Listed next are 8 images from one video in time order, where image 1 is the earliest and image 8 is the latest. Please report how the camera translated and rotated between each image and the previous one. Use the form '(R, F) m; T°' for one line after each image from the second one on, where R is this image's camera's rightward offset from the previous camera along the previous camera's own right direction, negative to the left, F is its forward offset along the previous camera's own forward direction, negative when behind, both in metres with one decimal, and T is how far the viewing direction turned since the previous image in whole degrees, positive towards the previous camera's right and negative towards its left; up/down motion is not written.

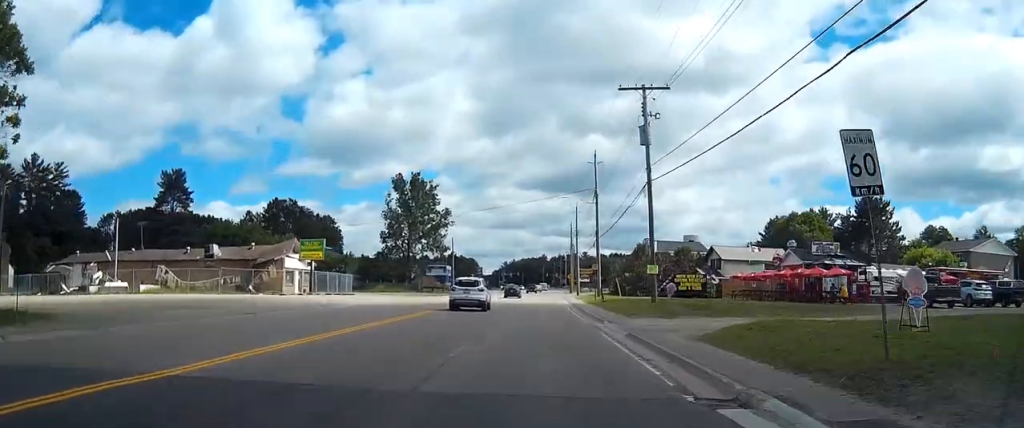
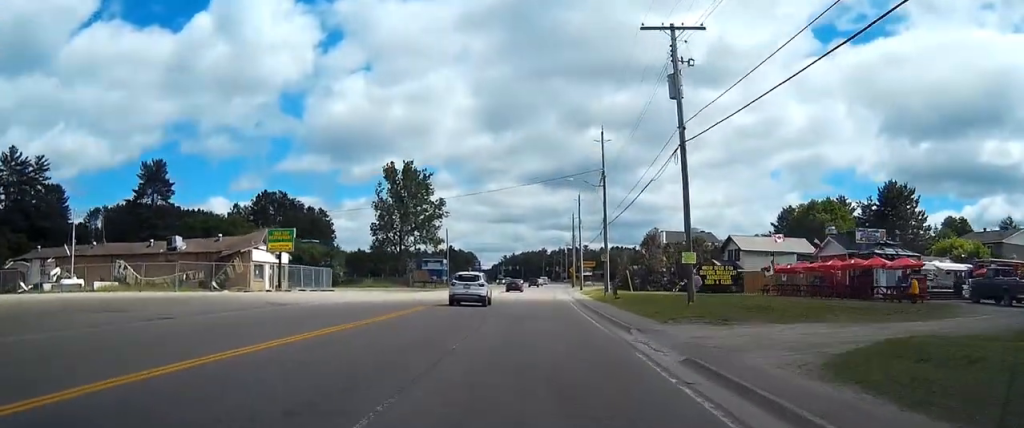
(0.0, +8.7) m; 0°
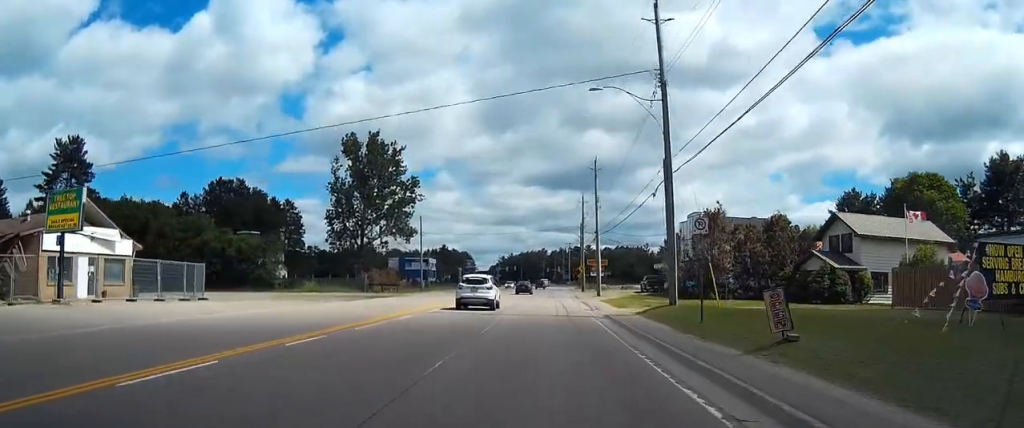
(+0.2, +31.2) m; +1°
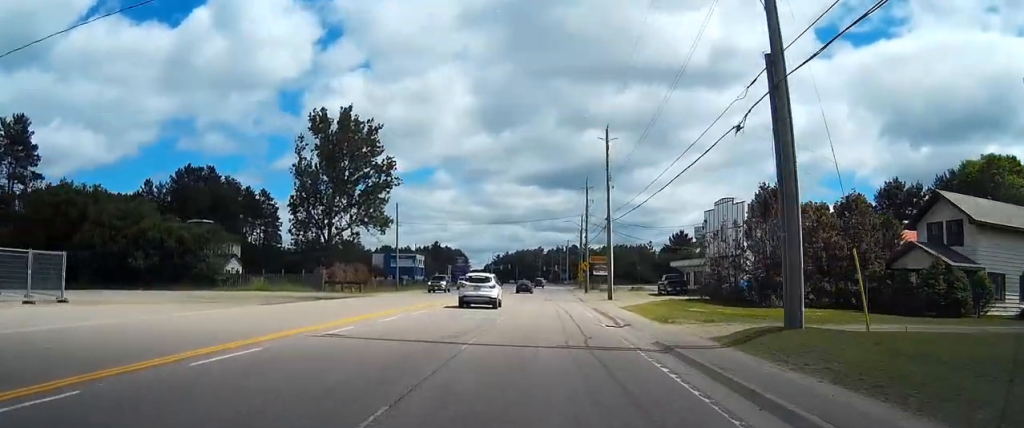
(+0.1, +16.2) m; +1°
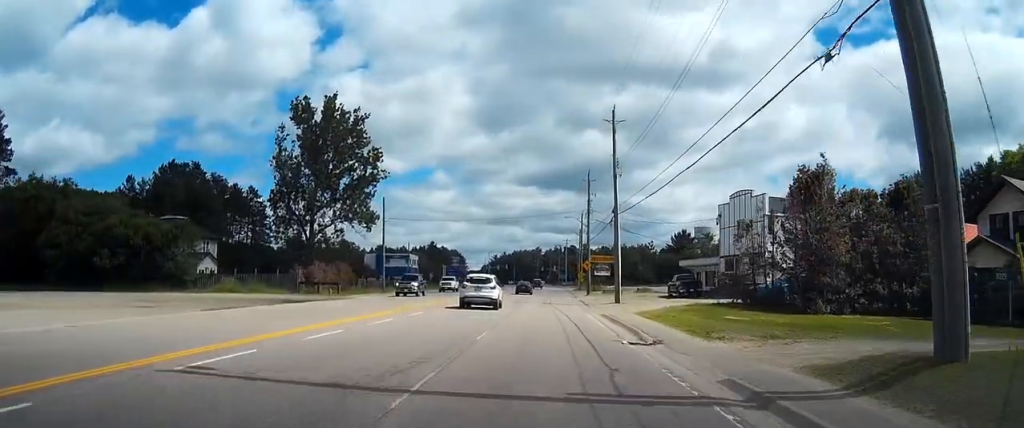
(0.0, +7.0) m; 0°
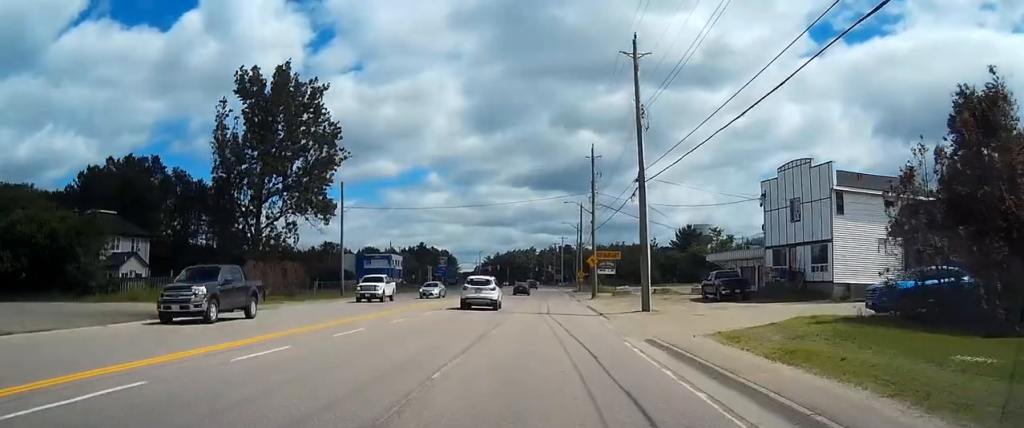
(+0.1, +16.2) m; 0°
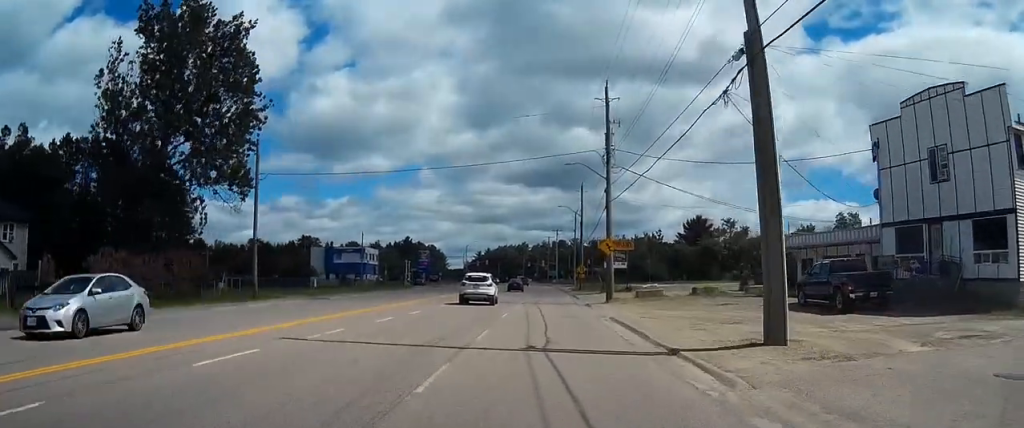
(0.0, +20.7) m; -1°
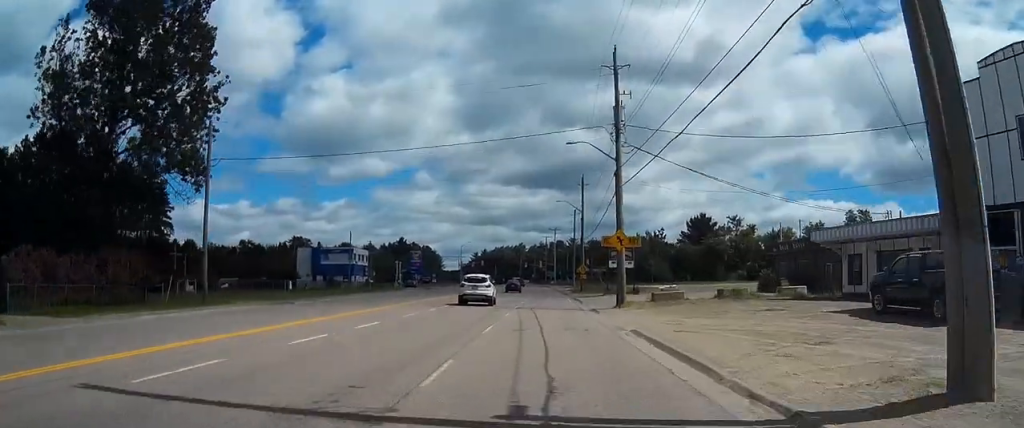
(+0.1, +7.6) m; -1°
